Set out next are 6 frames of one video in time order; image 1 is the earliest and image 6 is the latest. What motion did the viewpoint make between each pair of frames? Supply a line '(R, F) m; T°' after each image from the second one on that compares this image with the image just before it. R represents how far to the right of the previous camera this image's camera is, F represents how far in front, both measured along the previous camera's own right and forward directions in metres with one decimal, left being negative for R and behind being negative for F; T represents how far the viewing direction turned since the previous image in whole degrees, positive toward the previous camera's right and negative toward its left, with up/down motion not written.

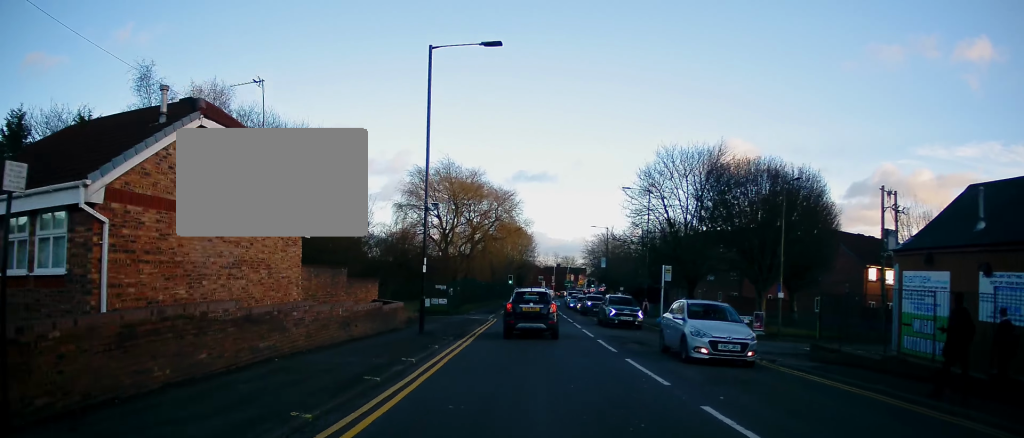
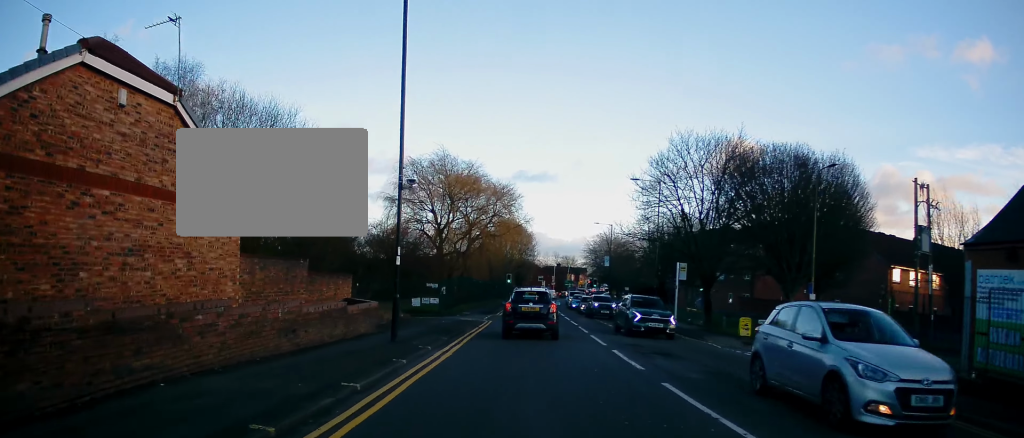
(+0.2, +3.9) m; 0°
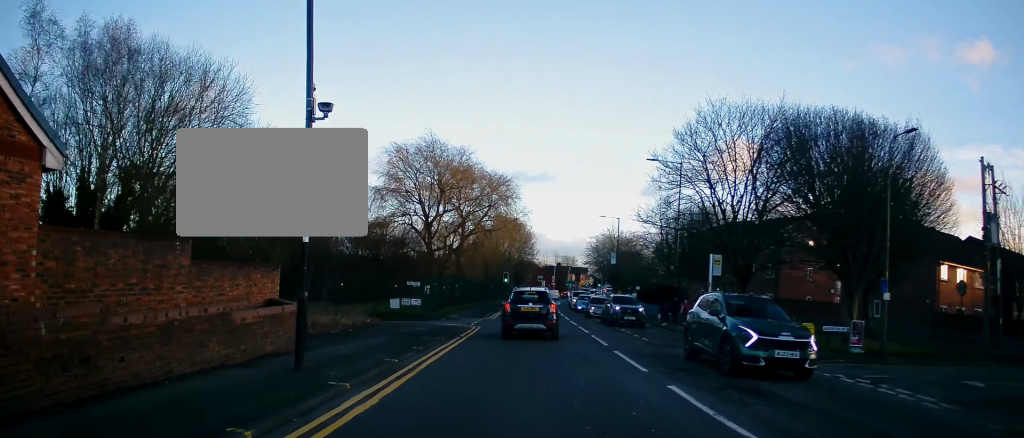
(-0.3, +6.5) m; 0°
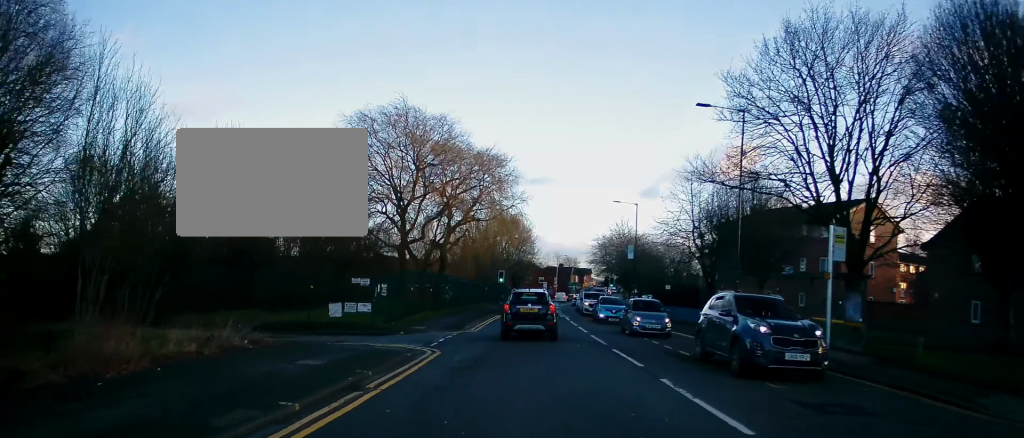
(+0.3, +11.5) m; -1°
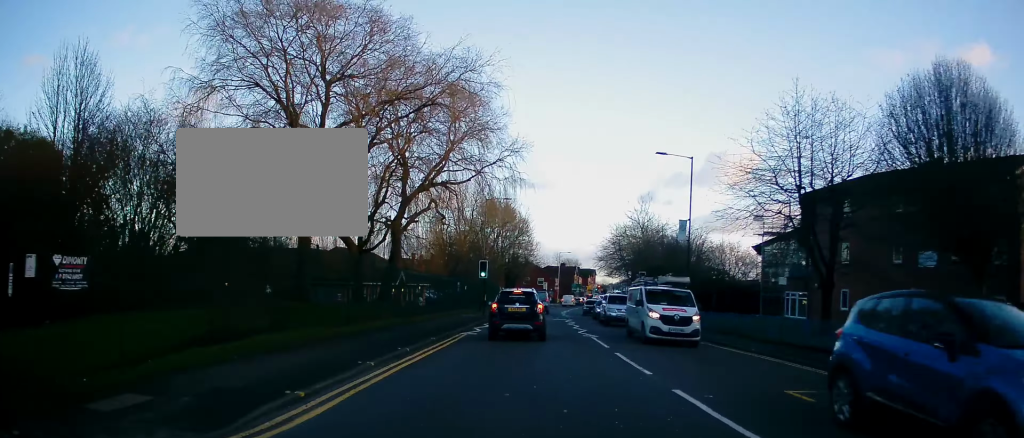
(-0.5, +19.4) m; +1°
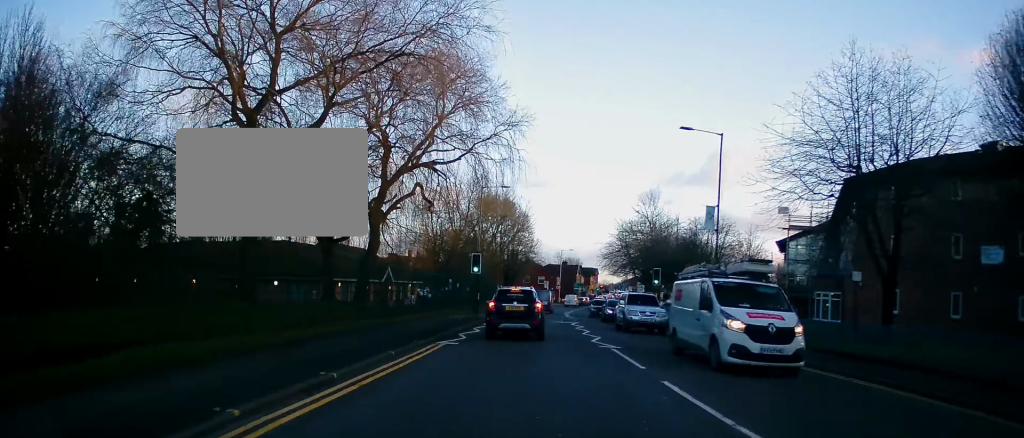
(0.0, +5.7) m; +1°
